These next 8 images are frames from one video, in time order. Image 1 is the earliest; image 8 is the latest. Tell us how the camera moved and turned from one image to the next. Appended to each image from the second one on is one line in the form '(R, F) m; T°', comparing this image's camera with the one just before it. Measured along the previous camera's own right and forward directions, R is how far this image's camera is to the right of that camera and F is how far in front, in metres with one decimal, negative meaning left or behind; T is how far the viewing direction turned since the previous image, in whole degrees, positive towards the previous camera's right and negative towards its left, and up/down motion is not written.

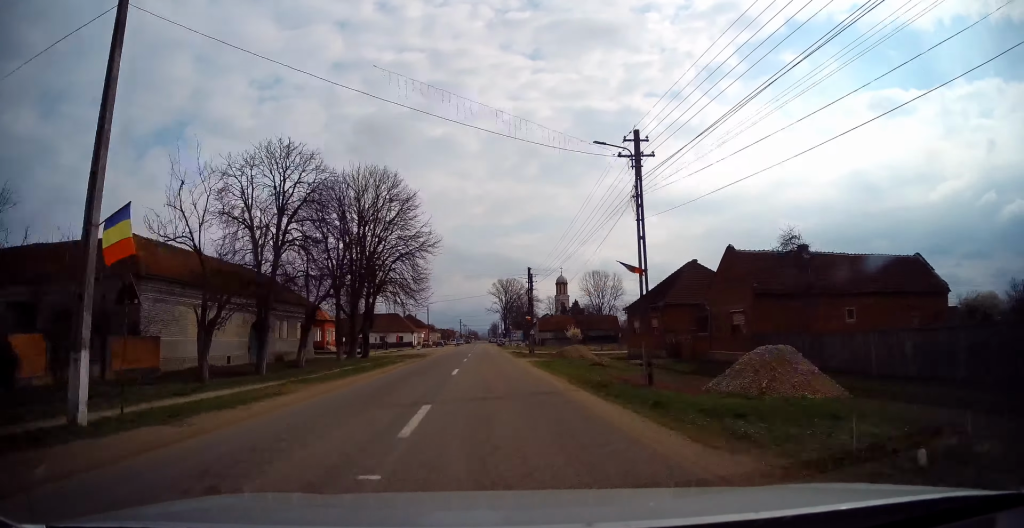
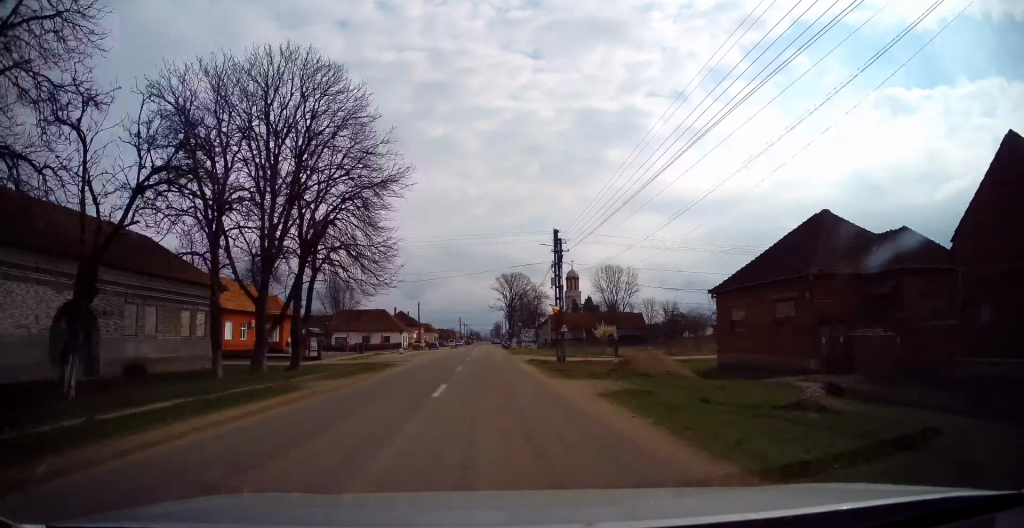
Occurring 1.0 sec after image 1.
(0.0, +19.3) m; -1°
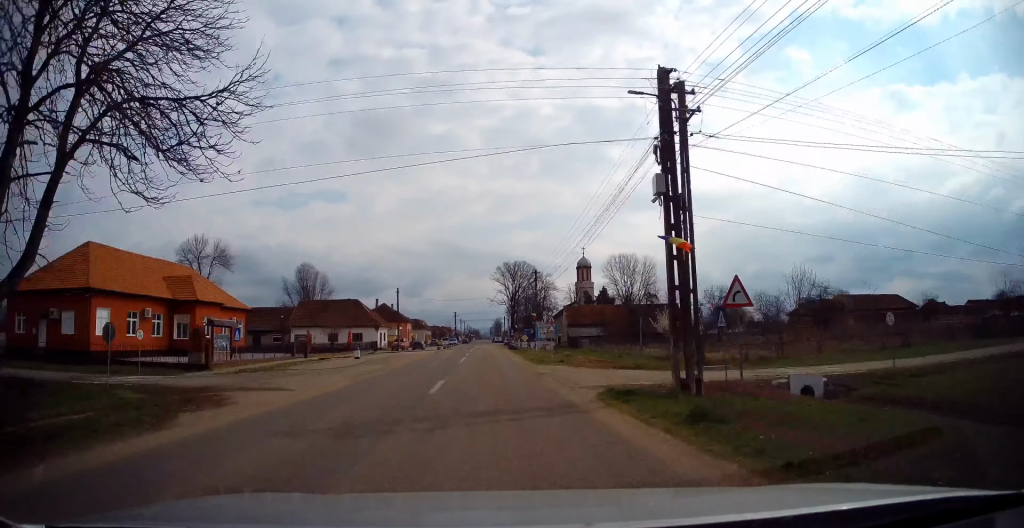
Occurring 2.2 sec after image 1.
(-0.4, +21.4) m; -1°
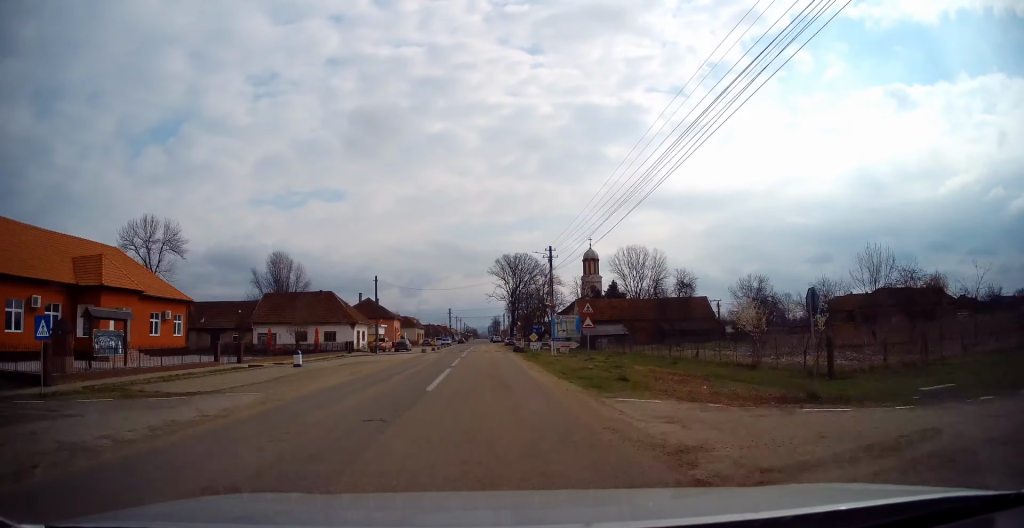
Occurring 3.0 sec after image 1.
(0.0, +12.7) m; +1°
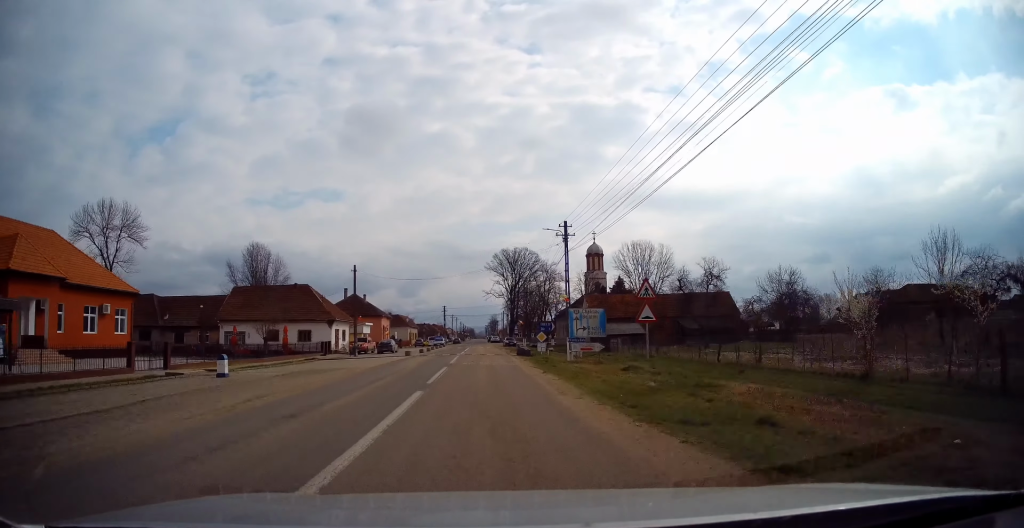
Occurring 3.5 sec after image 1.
(+0.1, +8.3) m; +2°
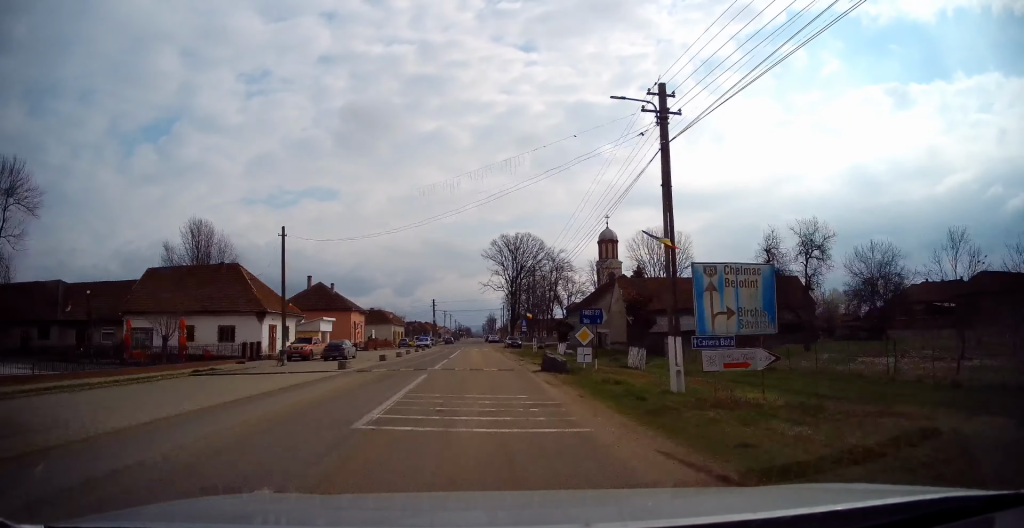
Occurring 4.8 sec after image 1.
(+0.3, +16.4) m; -1°
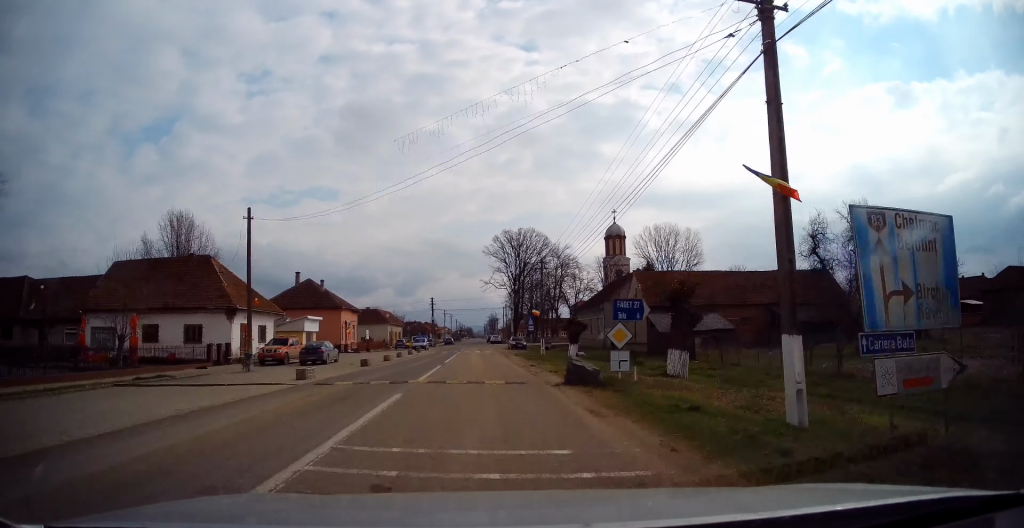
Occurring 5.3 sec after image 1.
(-0.2, +4.9) m; -2°
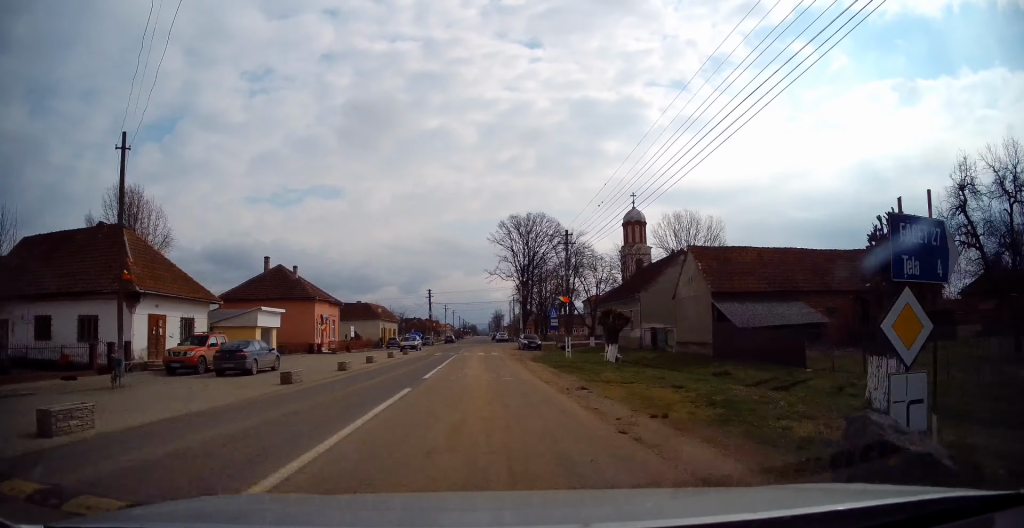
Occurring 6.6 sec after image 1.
(-0.5, +12.4) m; -1°
